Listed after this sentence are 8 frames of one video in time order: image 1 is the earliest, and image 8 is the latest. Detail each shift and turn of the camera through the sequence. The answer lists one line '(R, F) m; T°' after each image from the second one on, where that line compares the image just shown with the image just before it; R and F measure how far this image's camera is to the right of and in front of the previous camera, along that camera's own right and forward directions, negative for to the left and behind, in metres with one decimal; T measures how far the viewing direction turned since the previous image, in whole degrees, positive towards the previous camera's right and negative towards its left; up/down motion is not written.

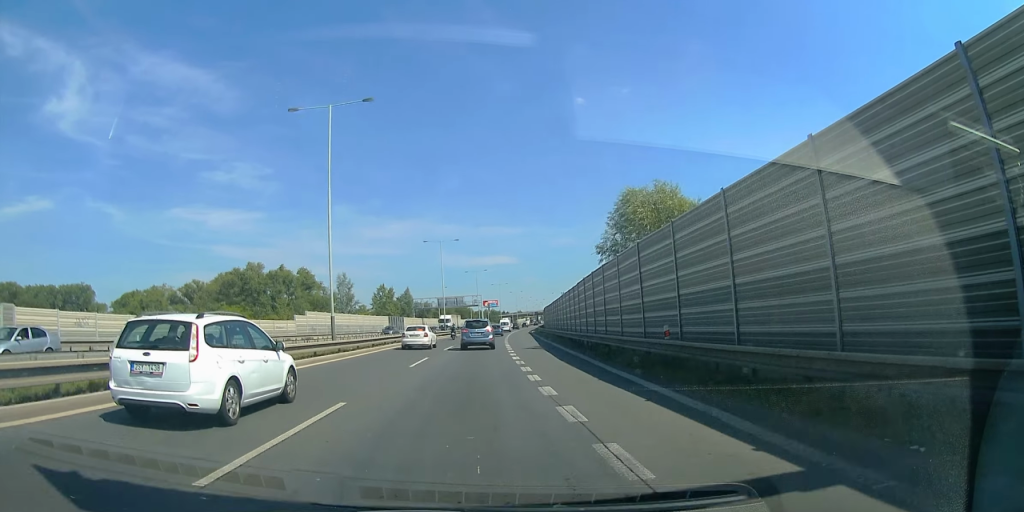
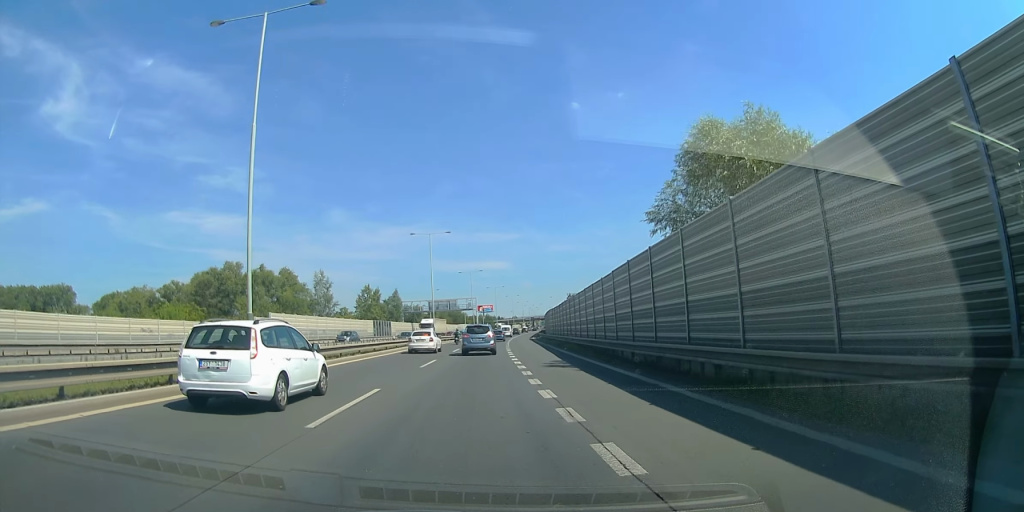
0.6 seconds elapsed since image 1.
(+0.3, +14.2) m; +1°
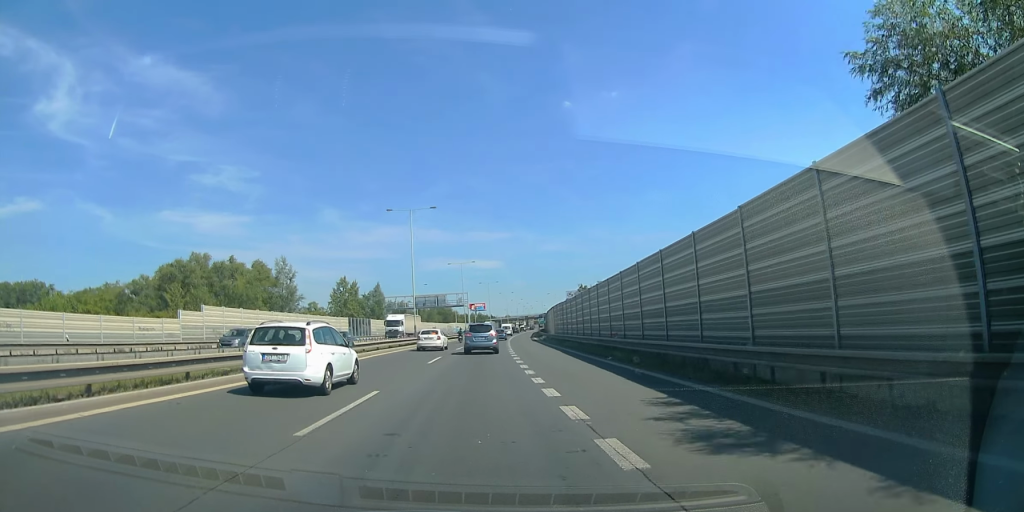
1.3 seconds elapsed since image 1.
(+0.3, +18.4) m; +1°
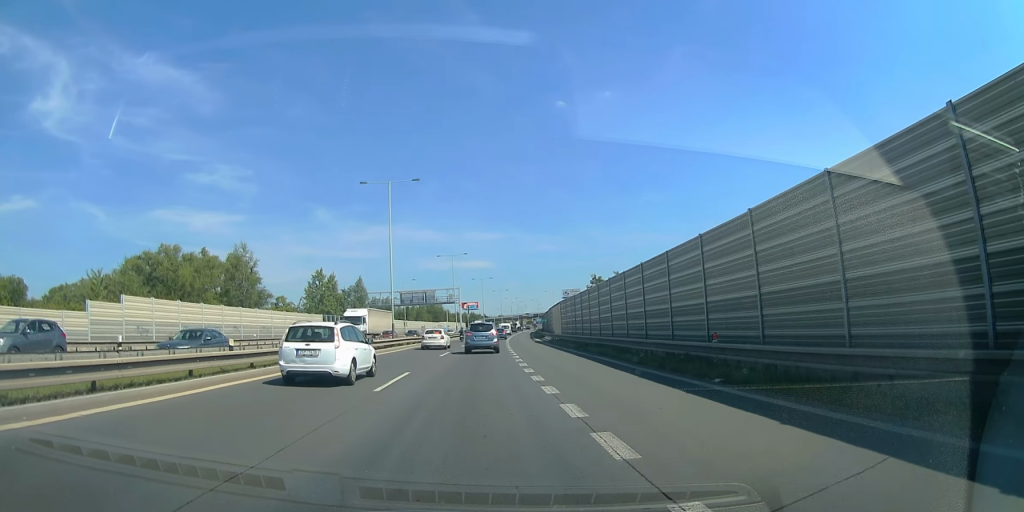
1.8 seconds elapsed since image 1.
(+0.3, +13.5) m; -1°
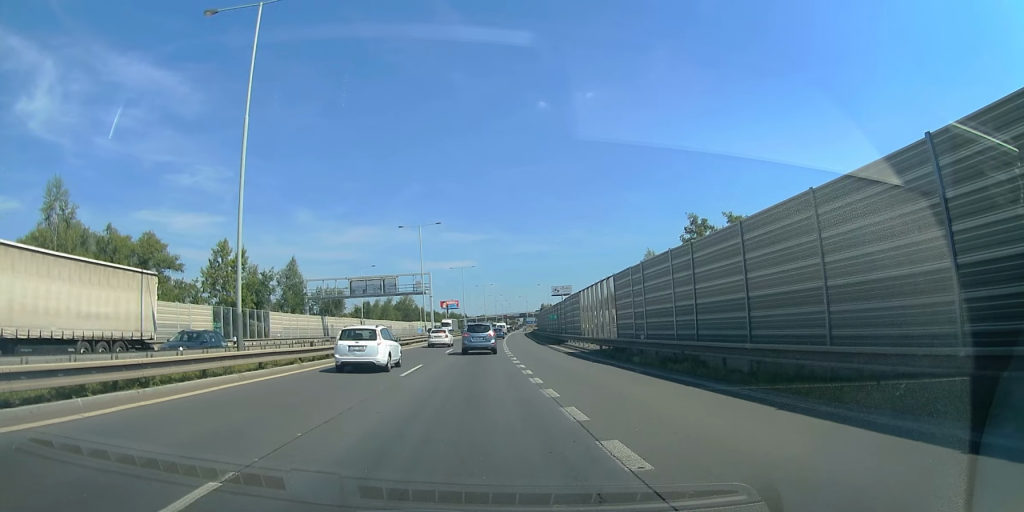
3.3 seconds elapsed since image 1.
(-0.6, +33.4) m; 0°
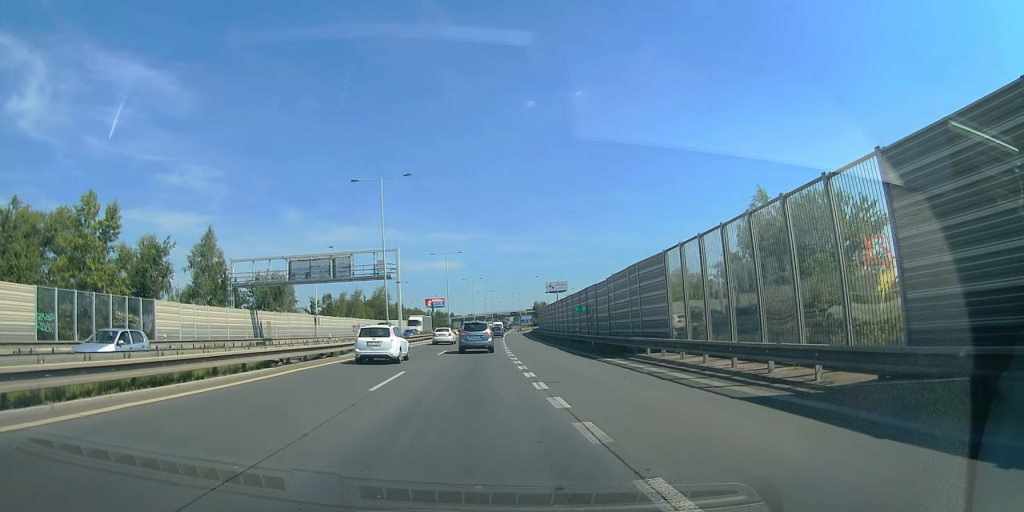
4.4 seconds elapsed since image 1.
(+1.0, +23.6) m; +3°
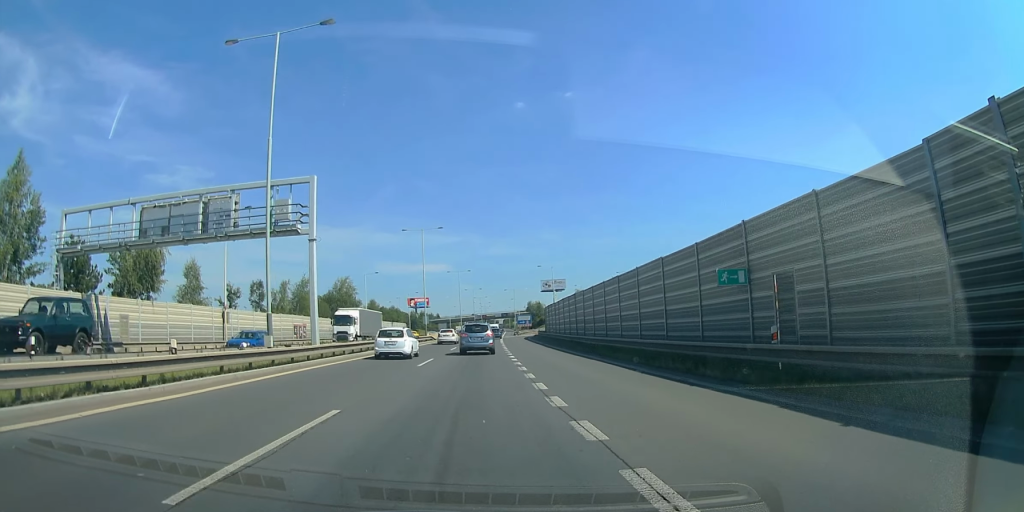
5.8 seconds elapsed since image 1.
(+0.3, +26.5) m; +1°
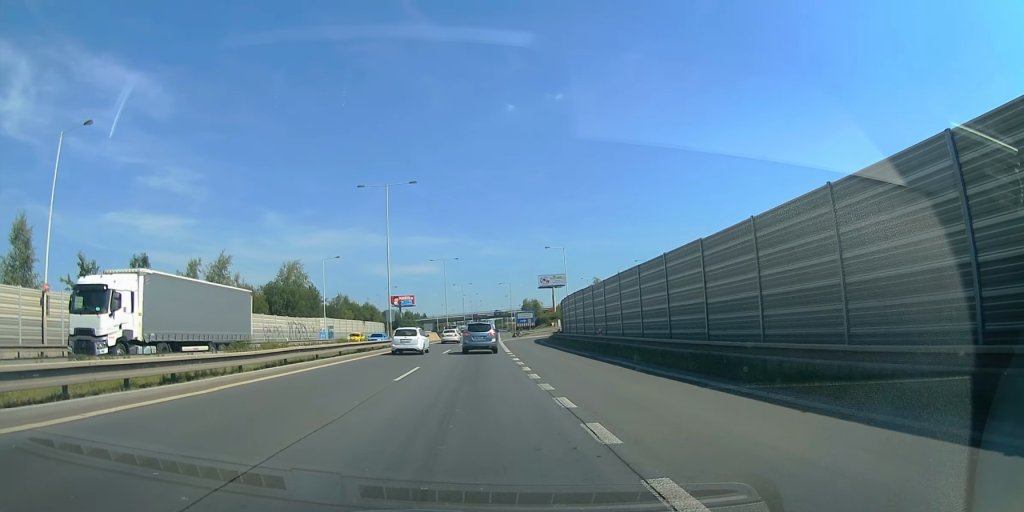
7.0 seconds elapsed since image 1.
(0.0, +22.5) m; 0°
